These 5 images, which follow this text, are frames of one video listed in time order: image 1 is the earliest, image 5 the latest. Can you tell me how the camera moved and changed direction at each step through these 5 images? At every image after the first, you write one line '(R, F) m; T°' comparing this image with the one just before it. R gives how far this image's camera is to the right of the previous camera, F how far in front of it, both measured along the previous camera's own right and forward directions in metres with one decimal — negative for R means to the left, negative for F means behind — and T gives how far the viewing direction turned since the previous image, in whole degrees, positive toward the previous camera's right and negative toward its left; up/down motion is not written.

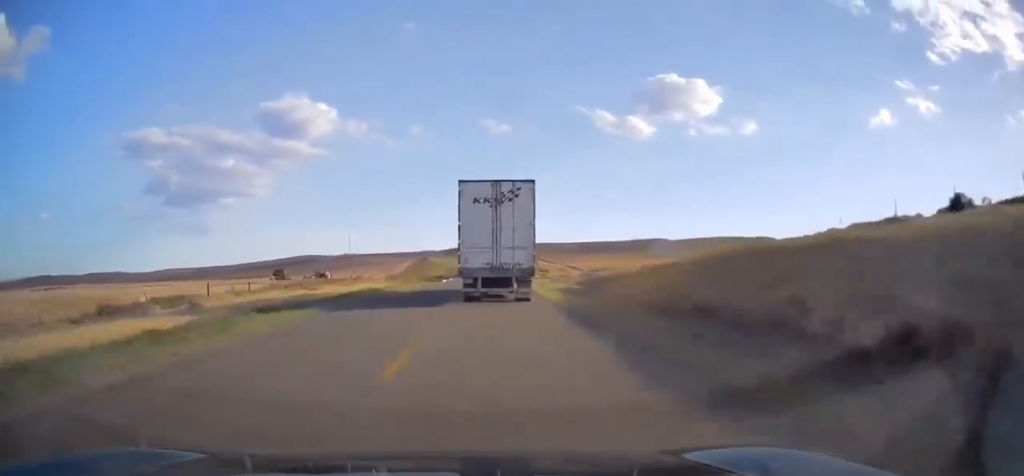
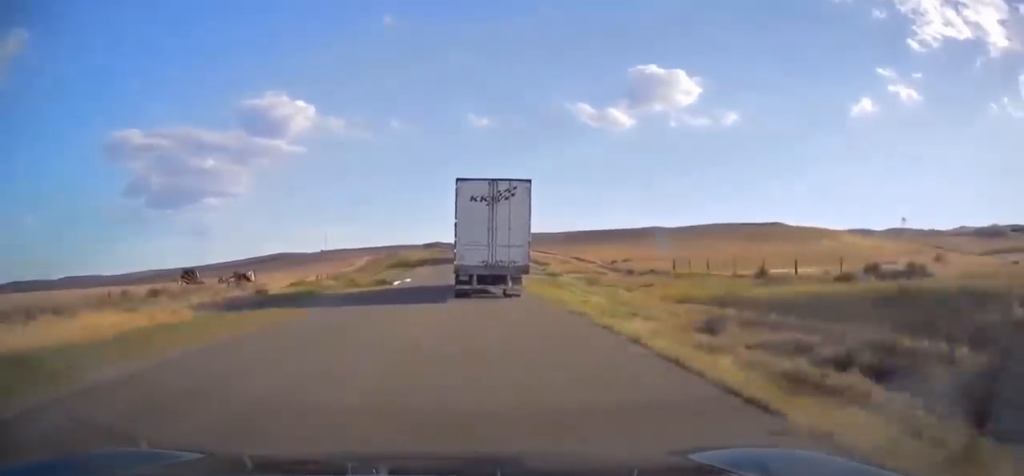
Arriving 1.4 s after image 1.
(+0.9, +37.4) m; +1°
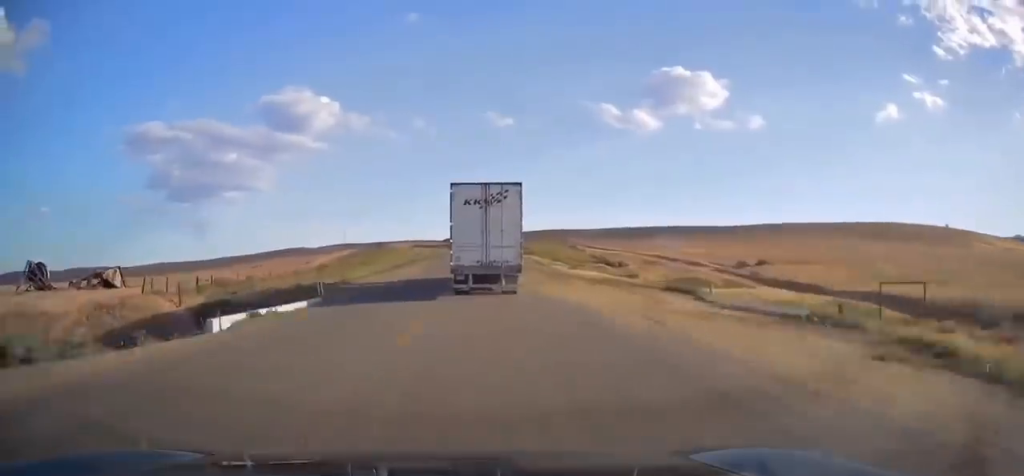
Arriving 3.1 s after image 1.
(-0.3, +48.2) m; -2°
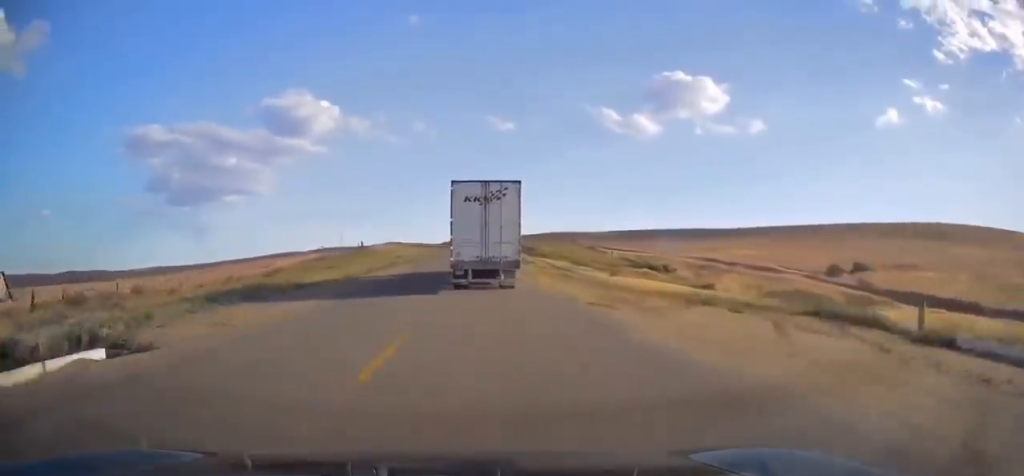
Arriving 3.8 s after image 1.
(-0.4, +18.1) m; -1°
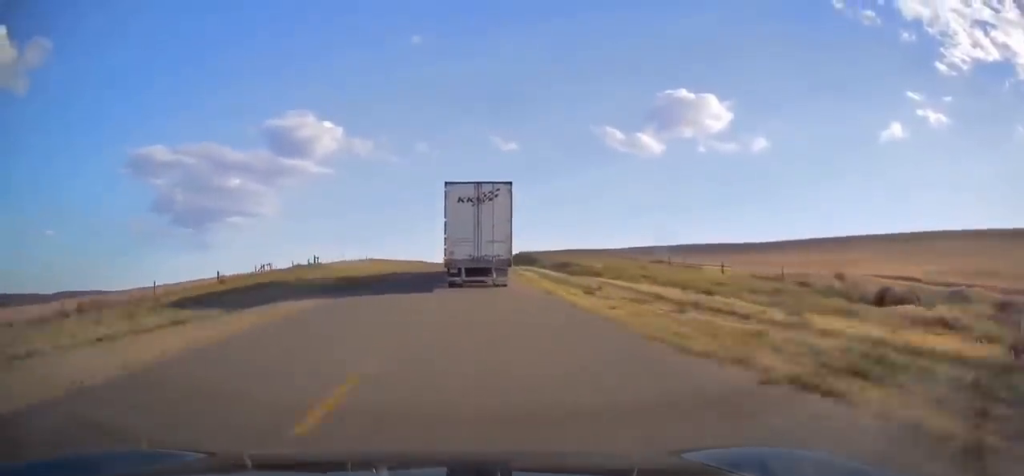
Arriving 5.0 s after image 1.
(0.0, +31.4) m; +1°
